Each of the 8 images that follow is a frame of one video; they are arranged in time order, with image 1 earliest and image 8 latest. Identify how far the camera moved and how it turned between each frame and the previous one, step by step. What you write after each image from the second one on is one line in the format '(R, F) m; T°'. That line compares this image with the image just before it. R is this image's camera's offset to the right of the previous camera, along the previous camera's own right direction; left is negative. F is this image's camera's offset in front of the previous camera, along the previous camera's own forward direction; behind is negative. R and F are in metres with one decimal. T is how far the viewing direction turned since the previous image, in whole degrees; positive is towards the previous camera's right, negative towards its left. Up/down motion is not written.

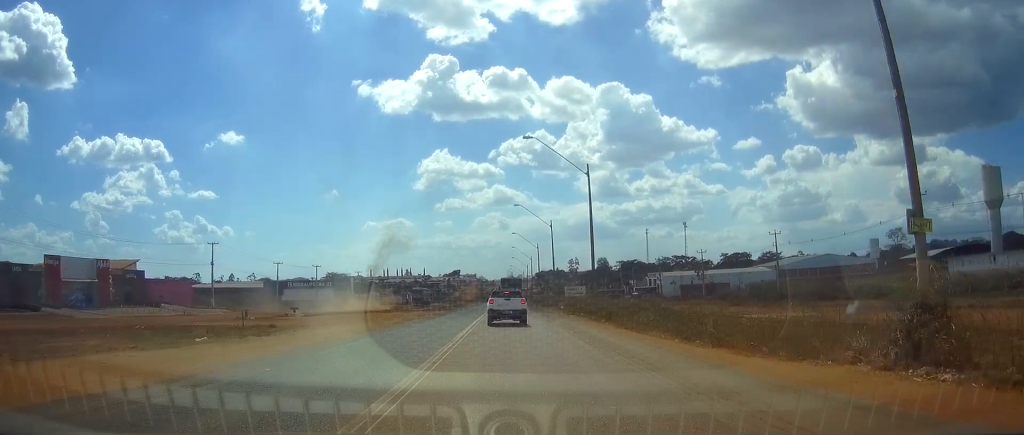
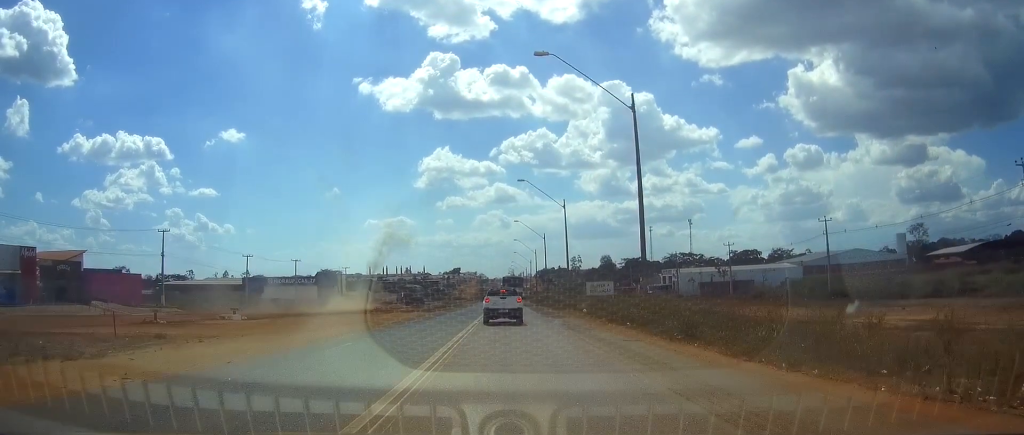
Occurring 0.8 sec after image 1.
(-0.1, +16.7) m; 0°
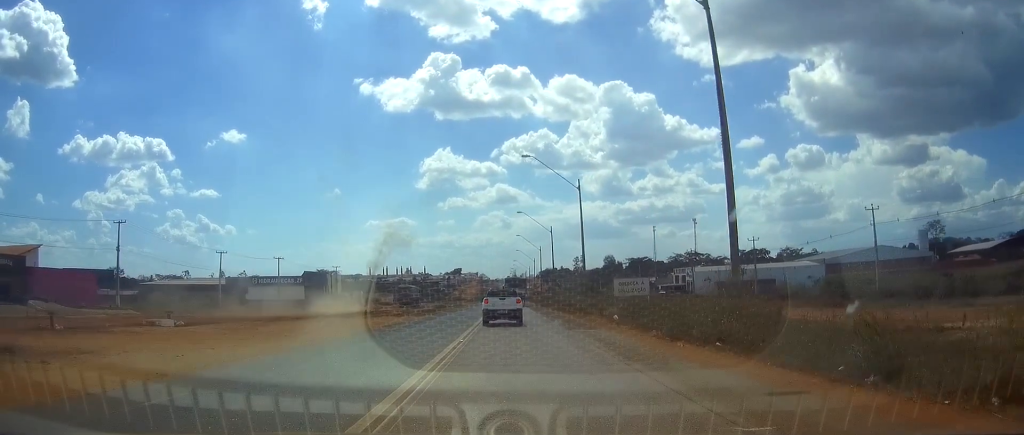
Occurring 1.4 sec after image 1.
(-0.1, +11.9) m; 0°
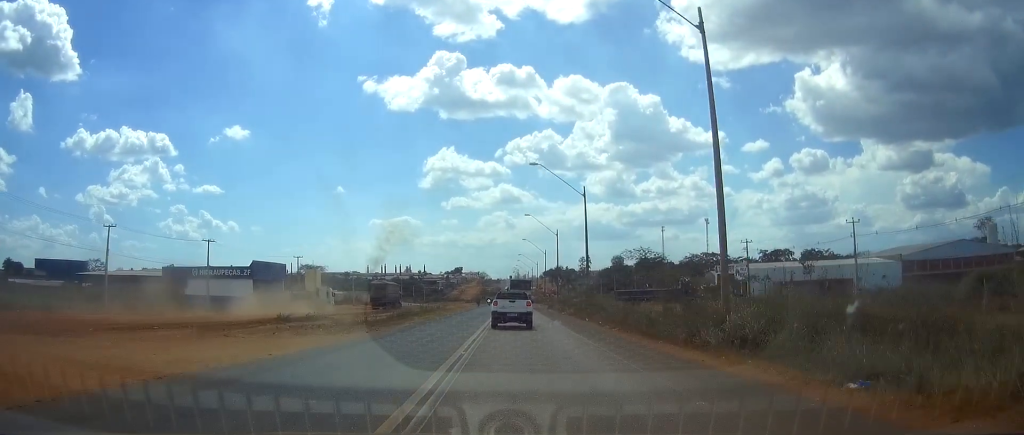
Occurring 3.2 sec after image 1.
(+0.1, +33.6) m; 0°
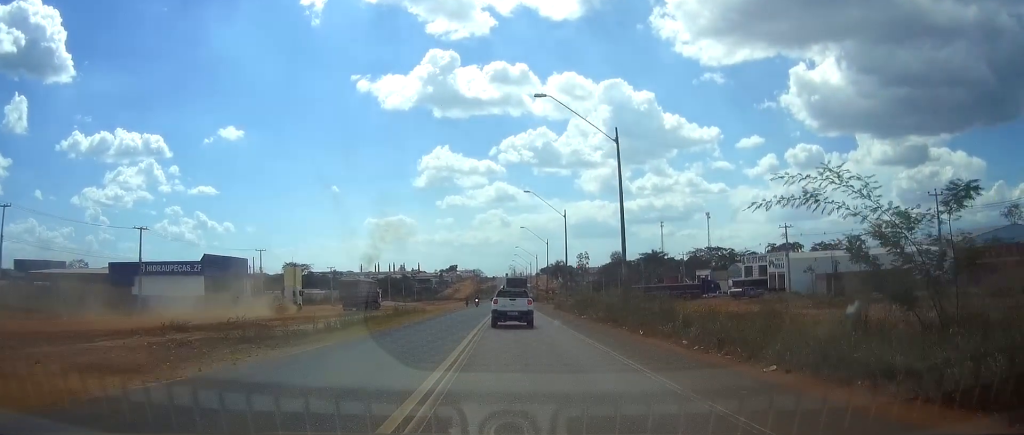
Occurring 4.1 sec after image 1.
(+0.1, +18.5) m; +1°
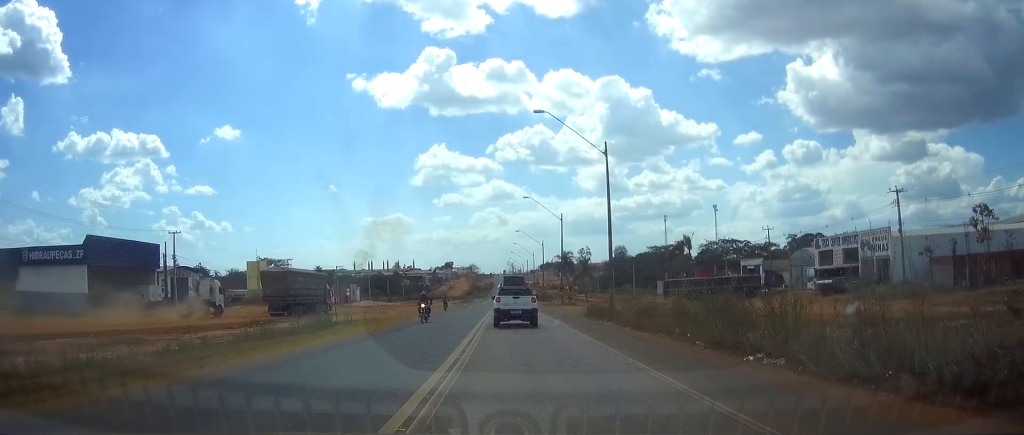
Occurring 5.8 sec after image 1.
(0.0, +31.5) m; 0°
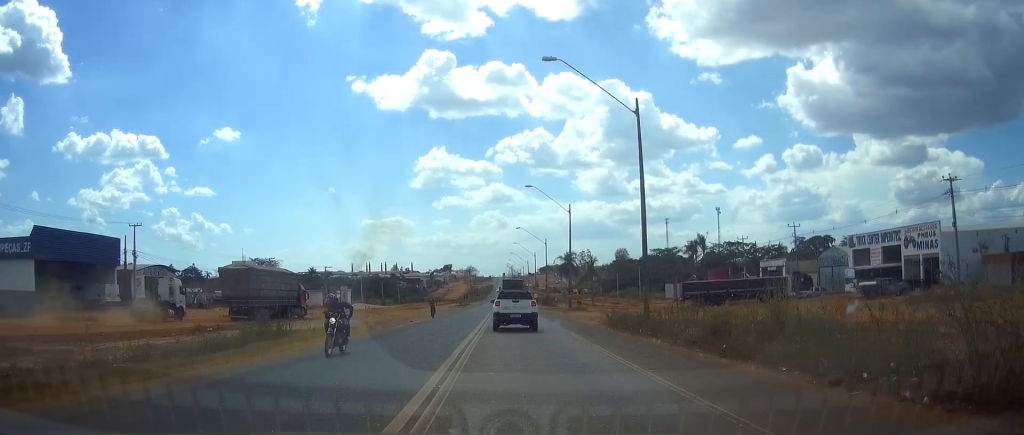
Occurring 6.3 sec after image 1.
(-0.1, +9.9) m; 0°
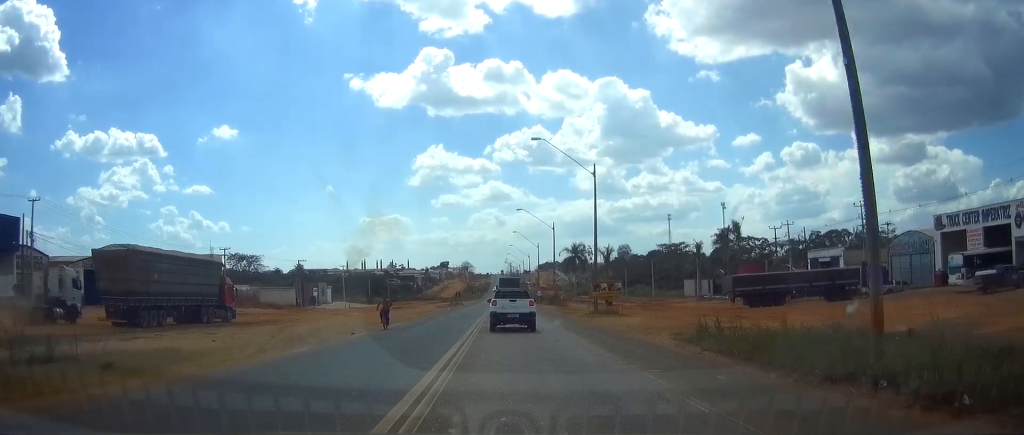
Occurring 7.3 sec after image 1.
(+0.1, +19.8) m; 0°
